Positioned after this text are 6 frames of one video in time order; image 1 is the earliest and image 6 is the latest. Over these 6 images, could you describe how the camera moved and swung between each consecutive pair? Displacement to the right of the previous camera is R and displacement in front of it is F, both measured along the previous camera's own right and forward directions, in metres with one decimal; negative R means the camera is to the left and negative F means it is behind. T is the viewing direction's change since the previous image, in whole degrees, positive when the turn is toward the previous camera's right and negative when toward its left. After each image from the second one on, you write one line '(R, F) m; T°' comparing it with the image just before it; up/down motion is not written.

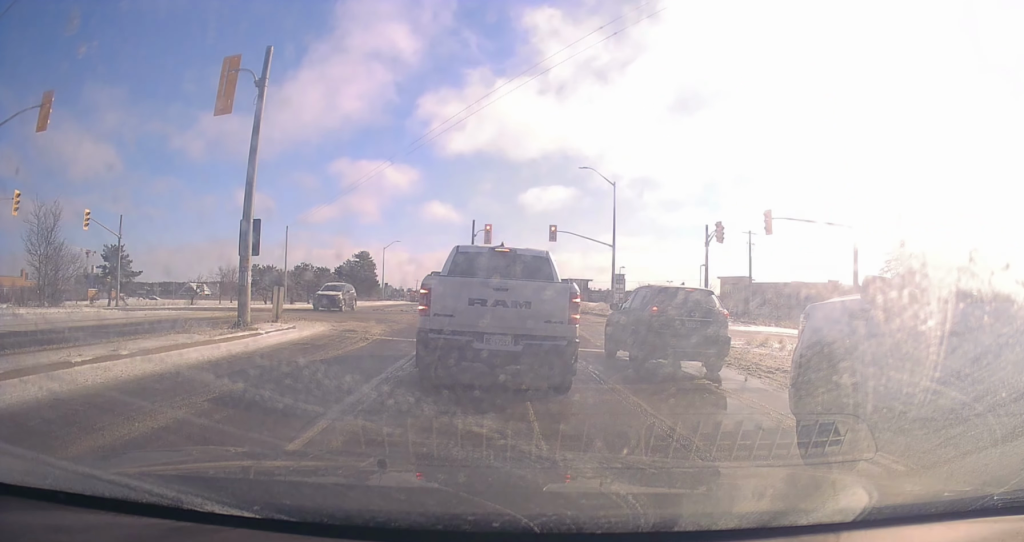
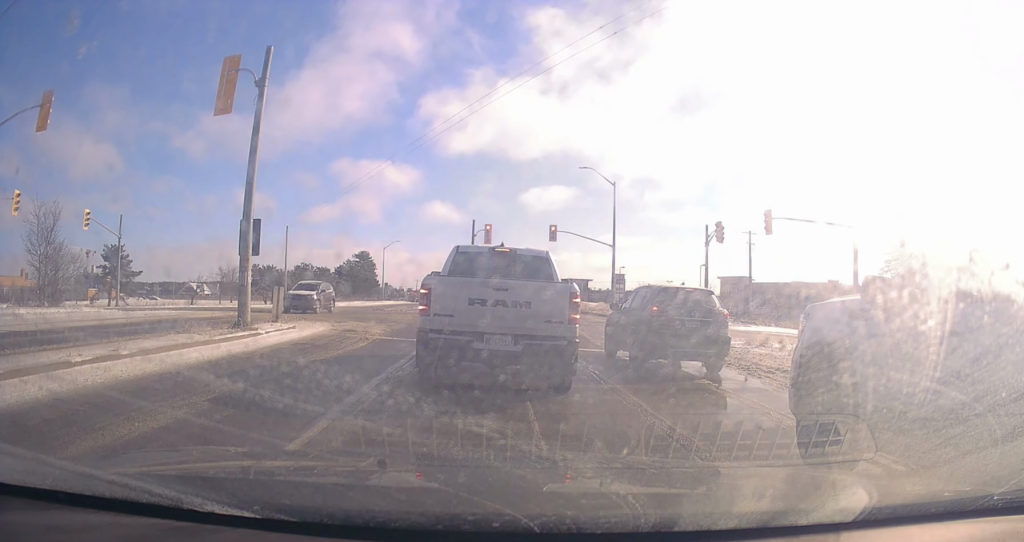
(0.0, 0.0) m; 0°
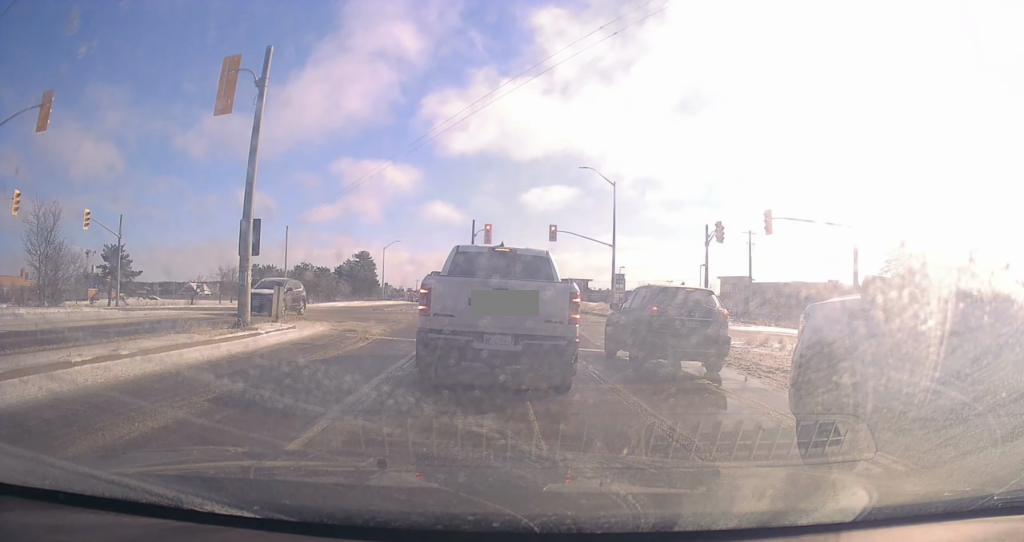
(0.0, 0.0) m; 0°
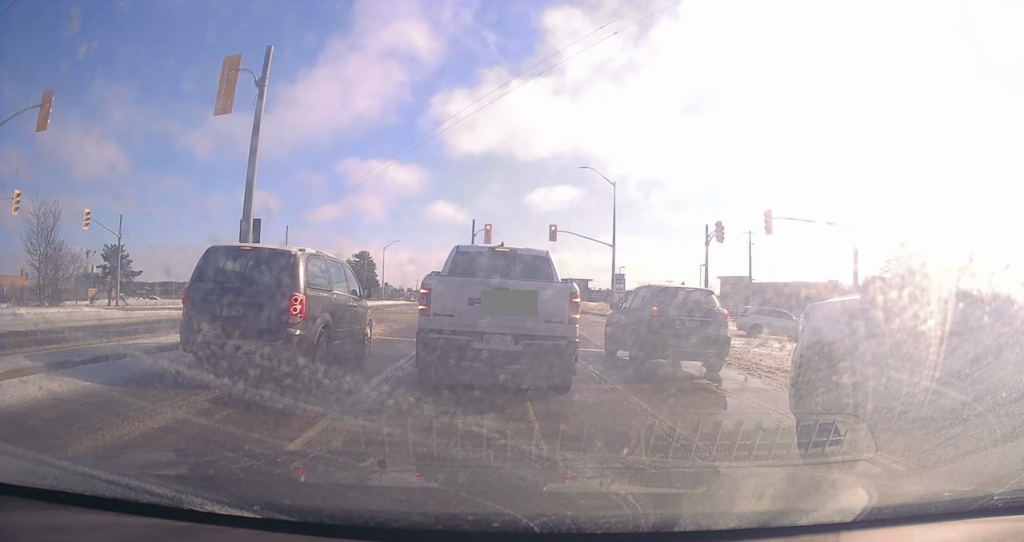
(0.0, 0.0) m; 0°
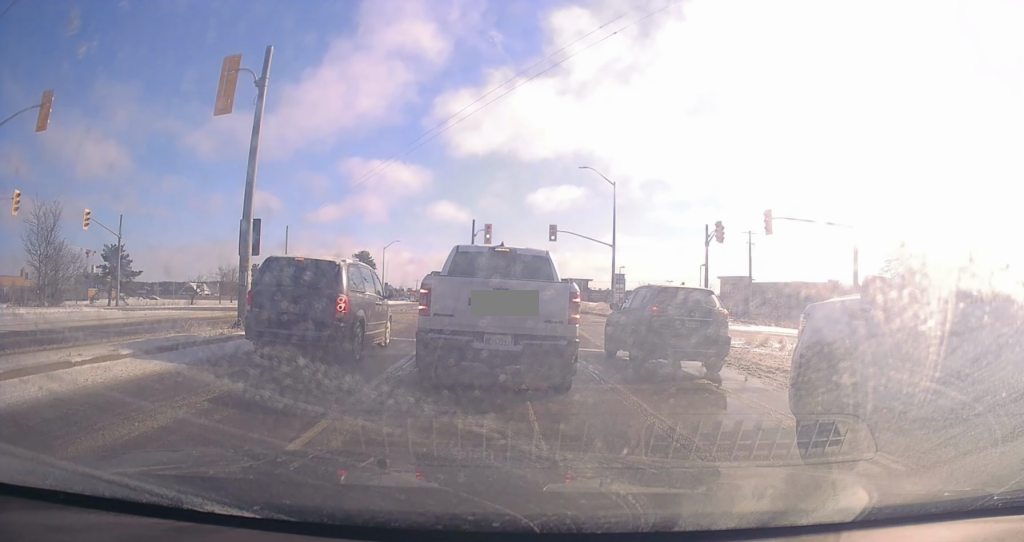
(0.0, 0.0) m; 0°
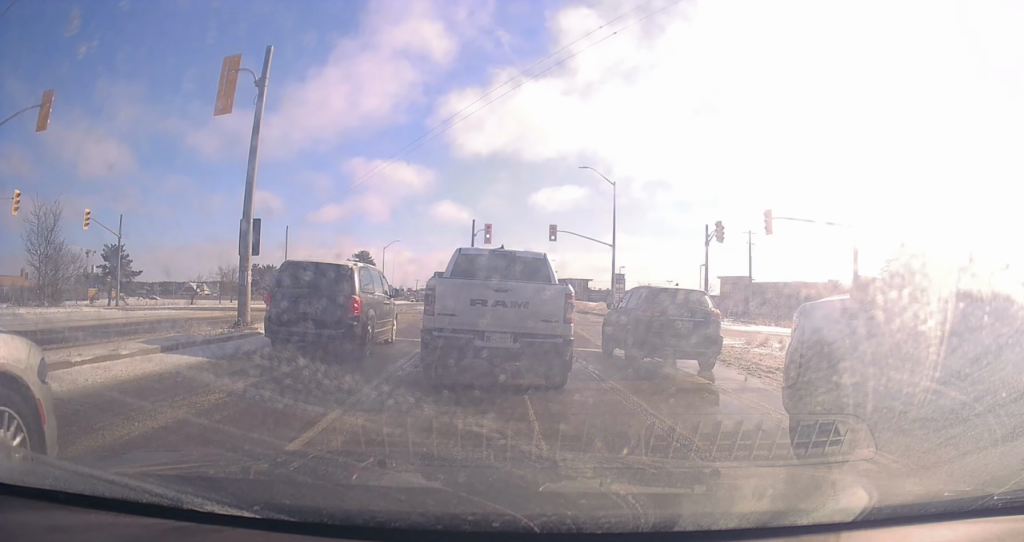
(0.0, 0.0) m; 0°
